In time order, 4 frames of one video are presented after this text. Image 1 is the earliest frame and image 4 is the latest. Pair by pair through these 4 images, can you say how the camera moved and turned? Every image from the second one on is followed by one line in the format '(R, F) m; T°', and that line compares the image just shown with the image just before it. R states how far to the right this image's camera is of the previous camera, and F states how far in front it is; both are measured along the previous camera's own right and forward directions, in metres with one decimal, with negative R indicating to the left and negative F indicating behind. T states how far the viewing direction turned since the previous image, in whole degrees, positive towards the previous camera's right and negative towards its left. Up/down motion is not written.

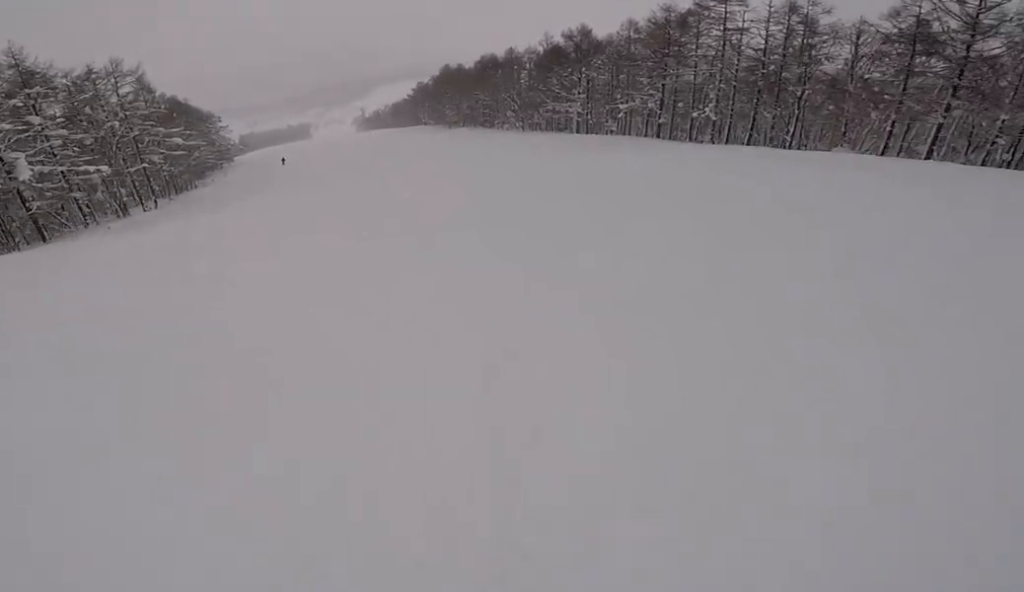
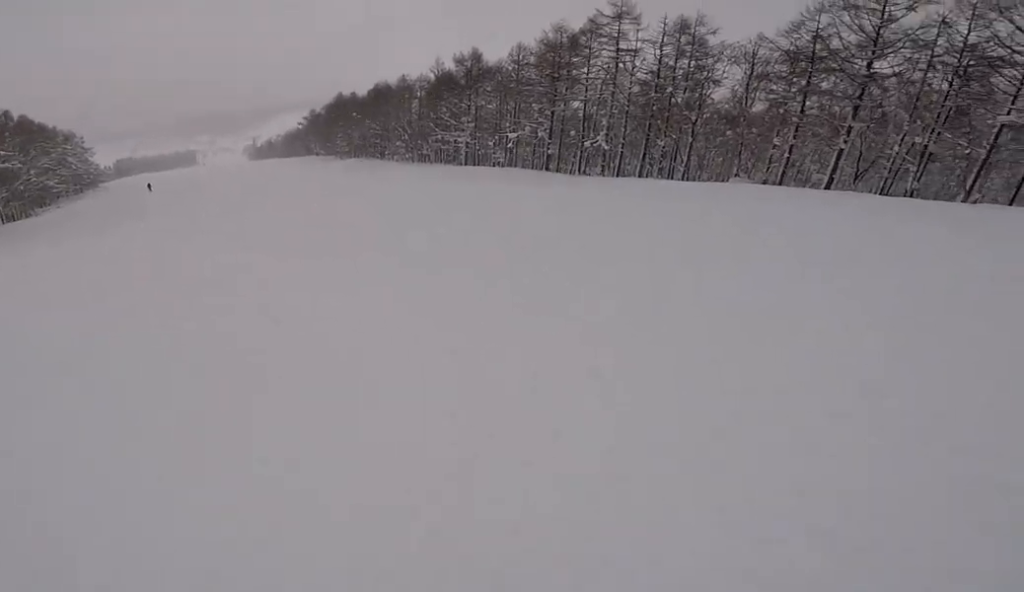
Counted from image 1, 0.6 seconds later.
(+1.0, +7.7) m; 0°
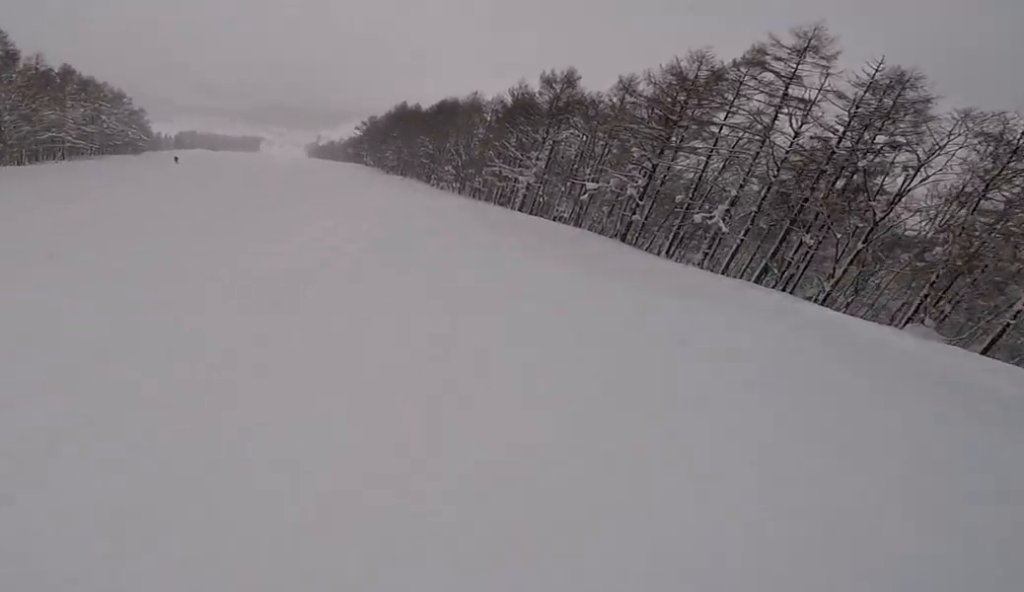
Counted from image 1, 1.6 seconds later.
(-0.7, +12.5) m; -9°
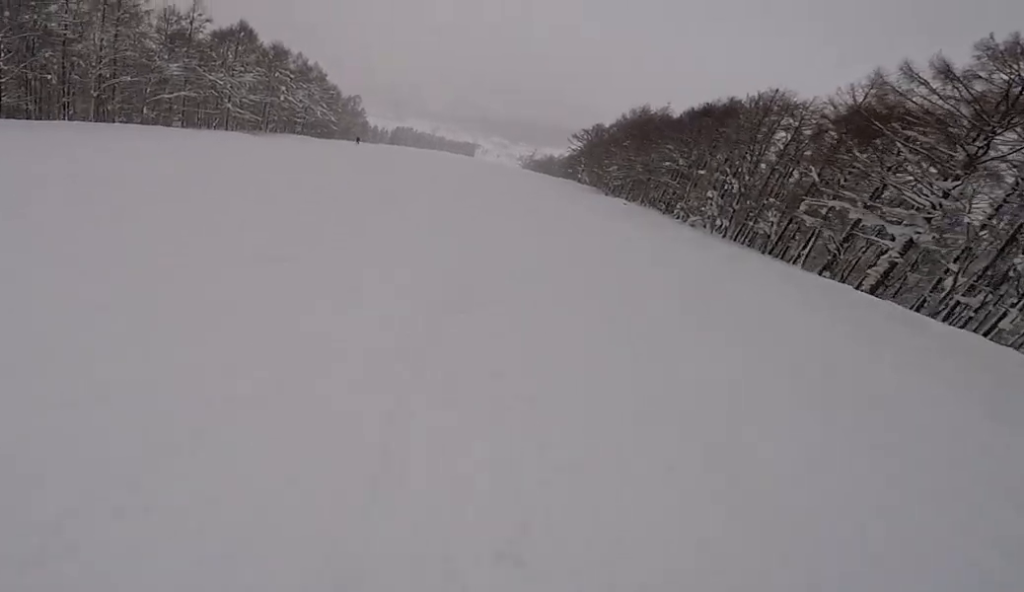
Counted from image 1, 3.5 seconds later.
(-5.7, +24.2) m; -24°
